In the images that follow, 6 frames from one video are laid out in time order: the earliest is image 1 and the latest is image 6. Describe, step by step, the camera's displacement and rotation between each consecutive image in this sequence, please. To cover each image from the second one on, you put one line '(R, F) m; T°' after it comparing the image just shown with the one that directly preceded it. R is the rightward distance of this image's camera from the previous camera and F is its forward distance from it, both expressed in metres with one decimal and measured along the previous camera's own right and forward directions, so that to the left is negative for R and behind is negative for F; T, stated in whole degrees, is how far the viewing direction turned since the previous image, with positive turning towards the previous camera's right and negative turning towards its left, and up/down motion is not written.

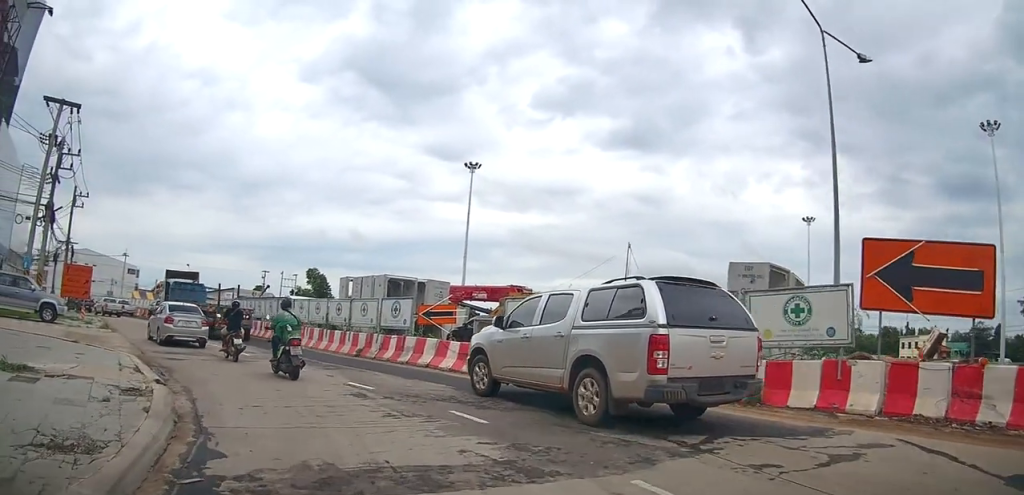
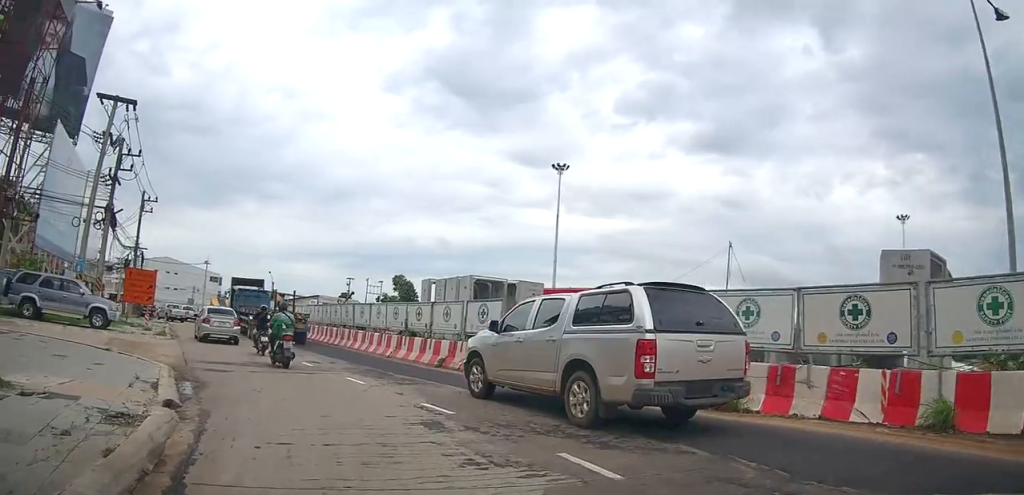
(-0.1, +2.4) m; -6°
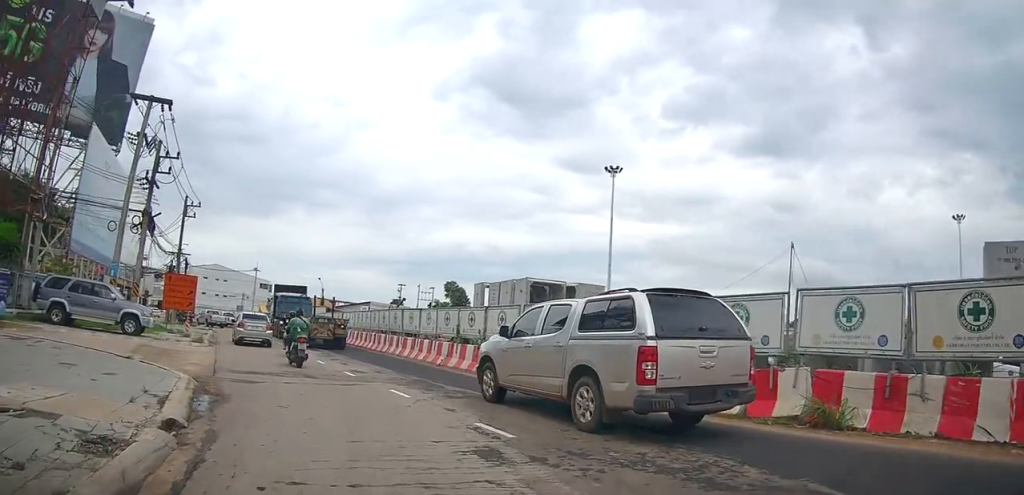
(0.0, +1.3) m; -3°
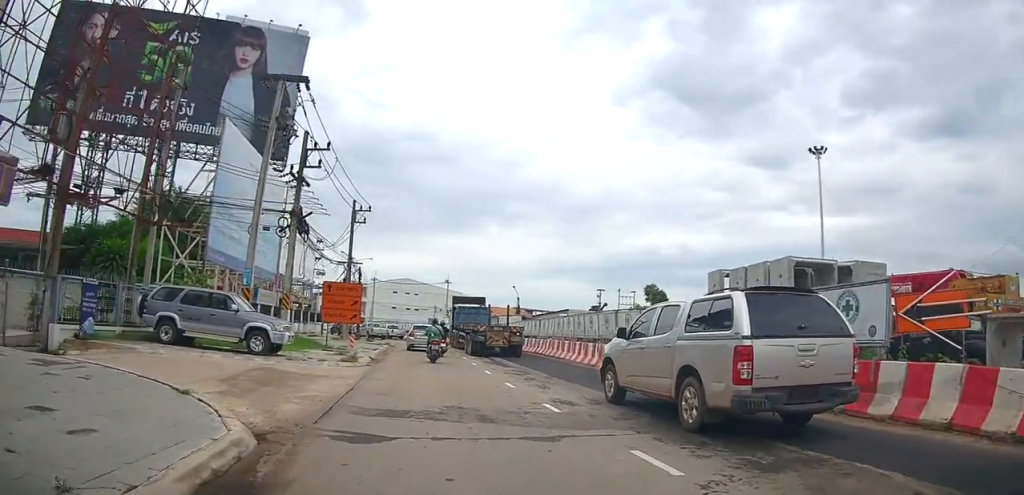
(-0.9, +5.2) m; -17°
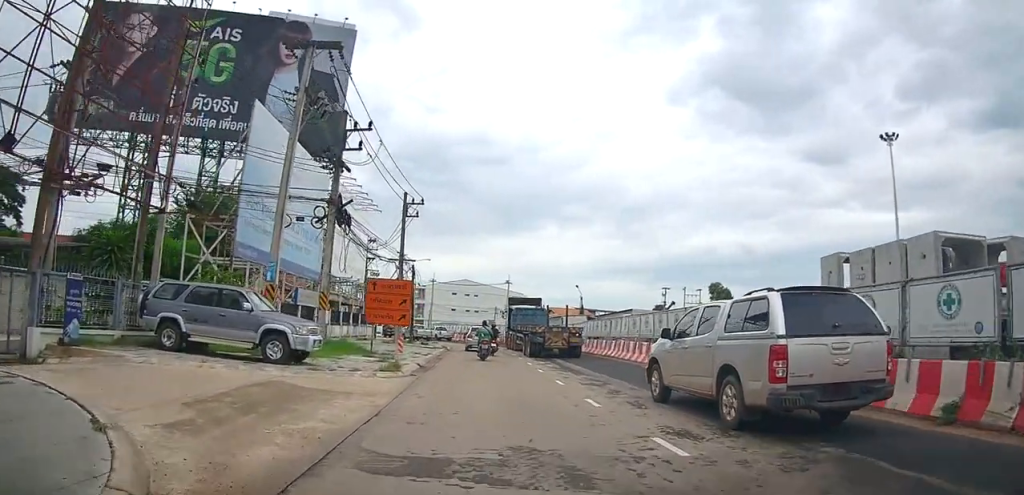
(-0.5, +3.1) m; -2°
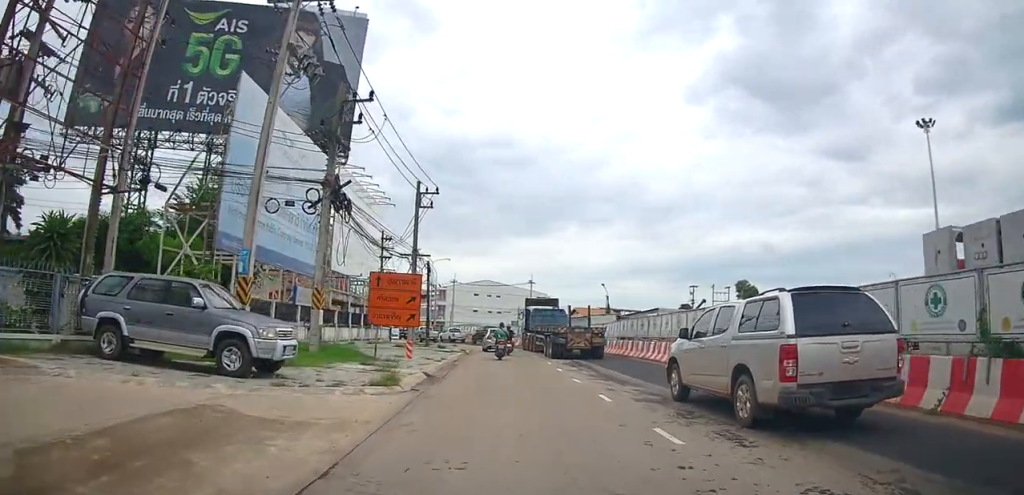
(+0.5, +3.3) m; -1°
